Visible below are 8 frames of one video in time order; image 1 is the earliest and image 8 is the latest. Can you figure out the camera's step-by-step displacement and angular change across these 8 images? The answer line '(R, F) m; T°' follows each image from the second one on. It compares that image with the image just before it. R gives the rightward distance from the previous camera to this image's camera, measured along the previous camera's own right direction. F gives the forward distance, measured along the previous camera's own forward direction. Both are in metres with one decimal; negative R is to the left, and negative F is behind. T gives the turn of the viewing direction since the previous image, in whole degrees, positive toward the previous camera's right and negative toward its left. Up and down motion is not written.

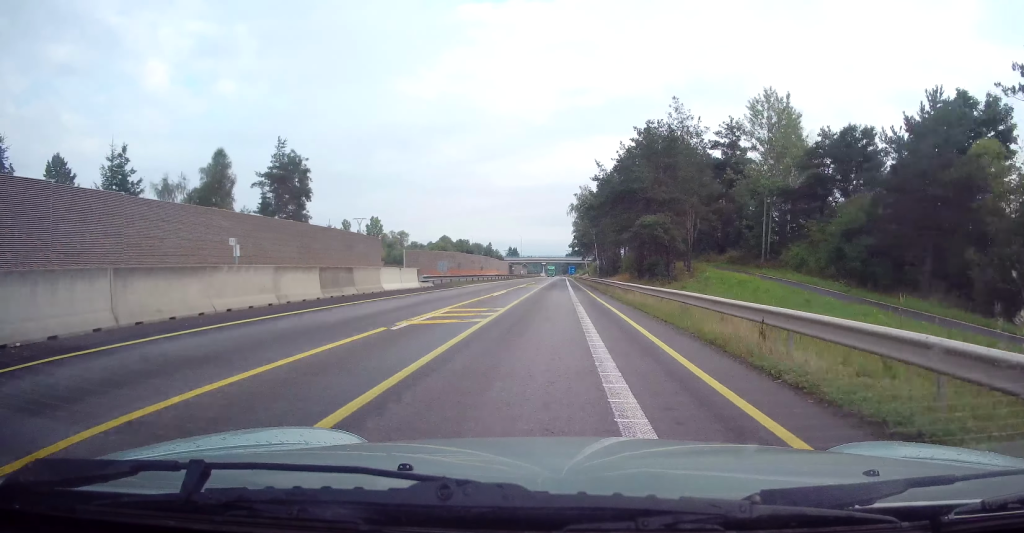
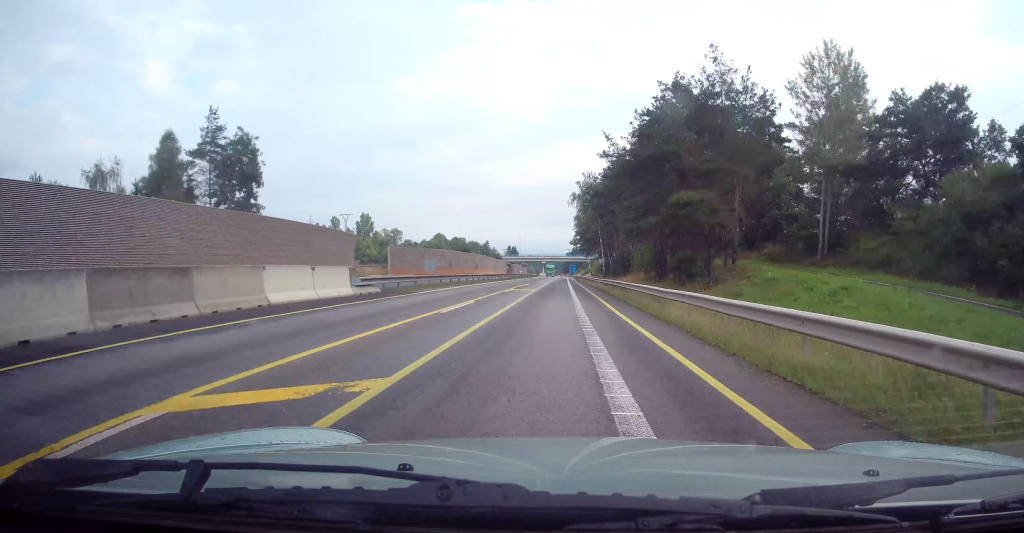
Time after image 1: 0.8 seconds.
(-0.1, +12.5) m; 0°
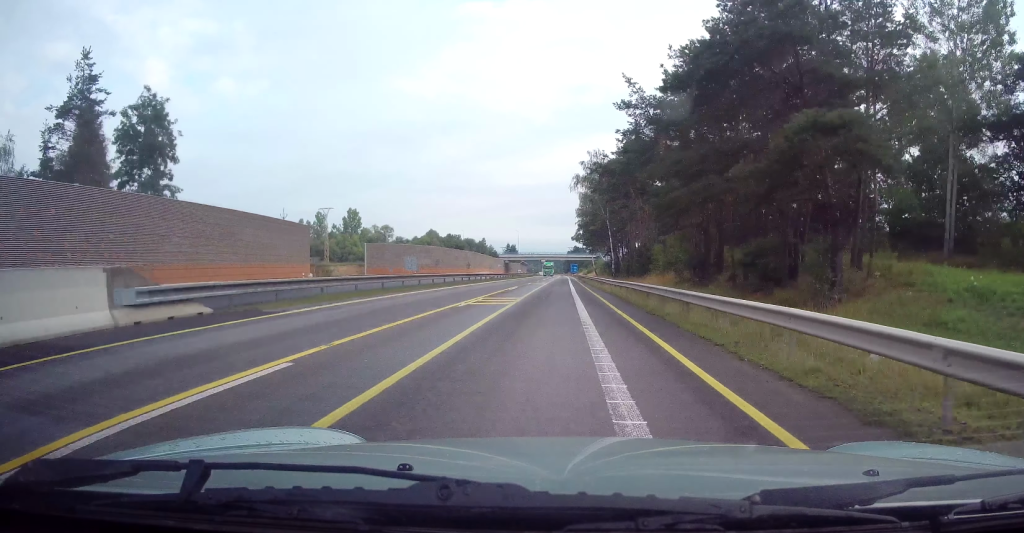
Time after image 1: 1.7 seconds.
(0.0, +15.8) m; 0°
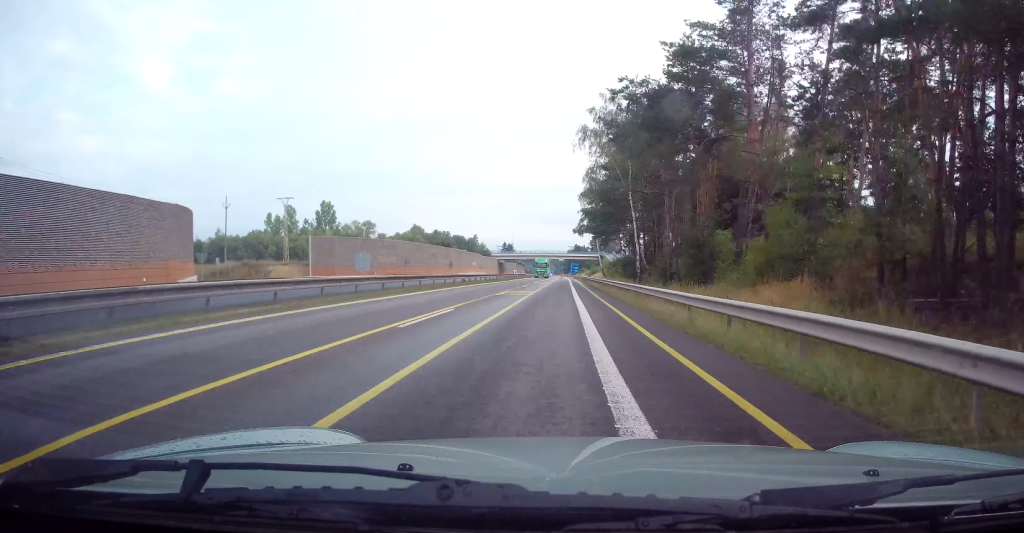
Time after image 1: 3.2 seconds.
(0.0, +24.0) m; 0°
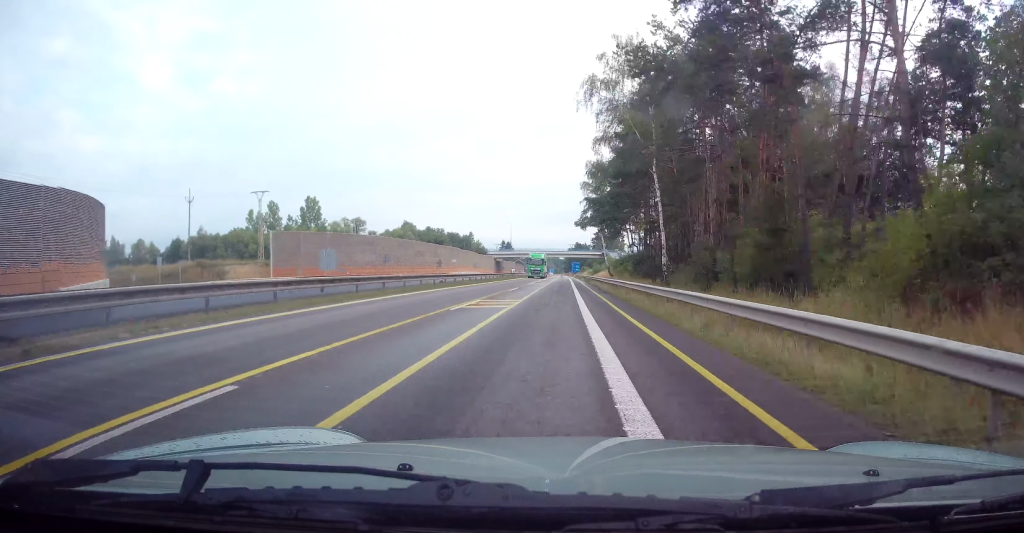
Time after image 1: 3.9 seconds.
(0.0, +12.7) m; +1°
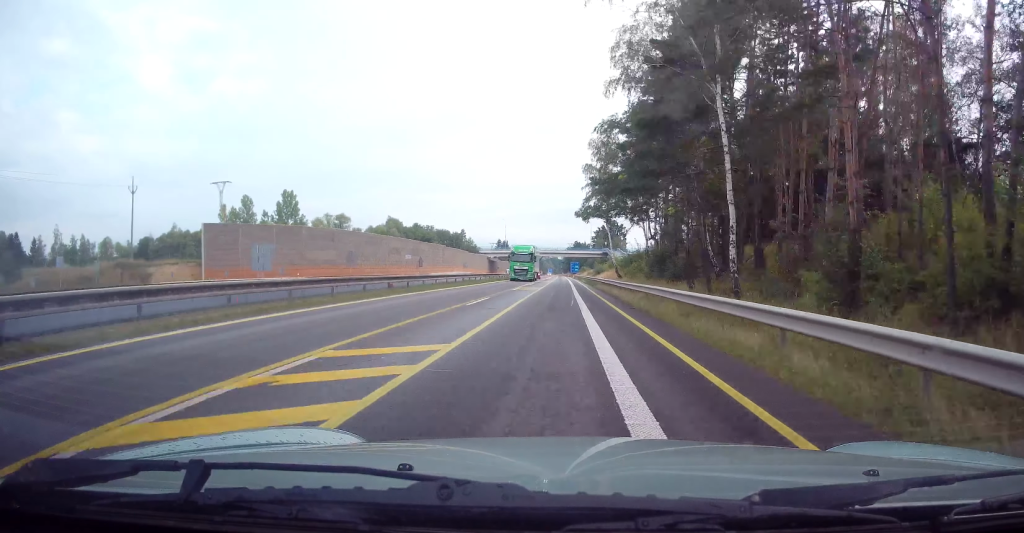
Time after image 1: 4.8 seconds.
(+0.1, +14.6) m; 0°
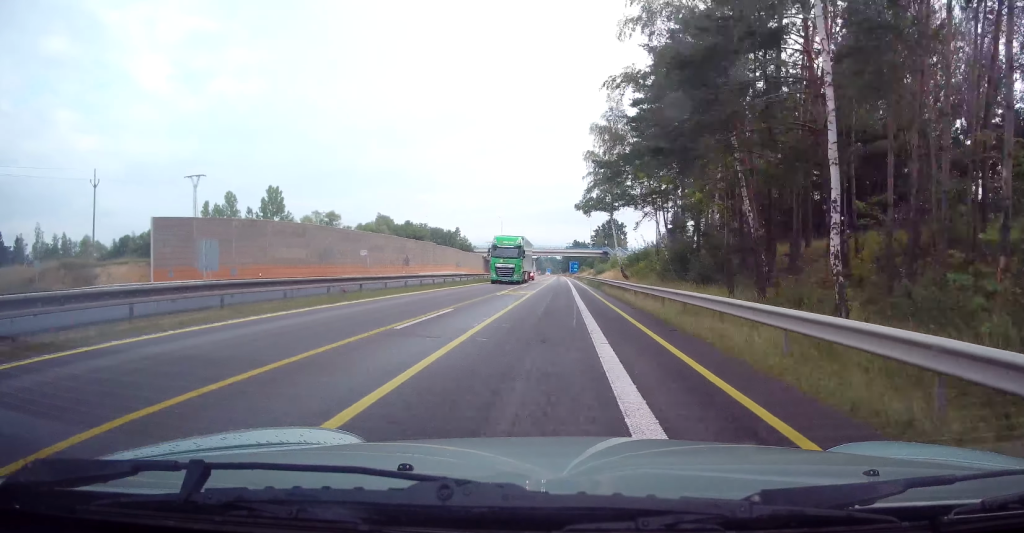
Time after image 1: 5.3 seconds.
(+0.1, +8.6) m; 0°
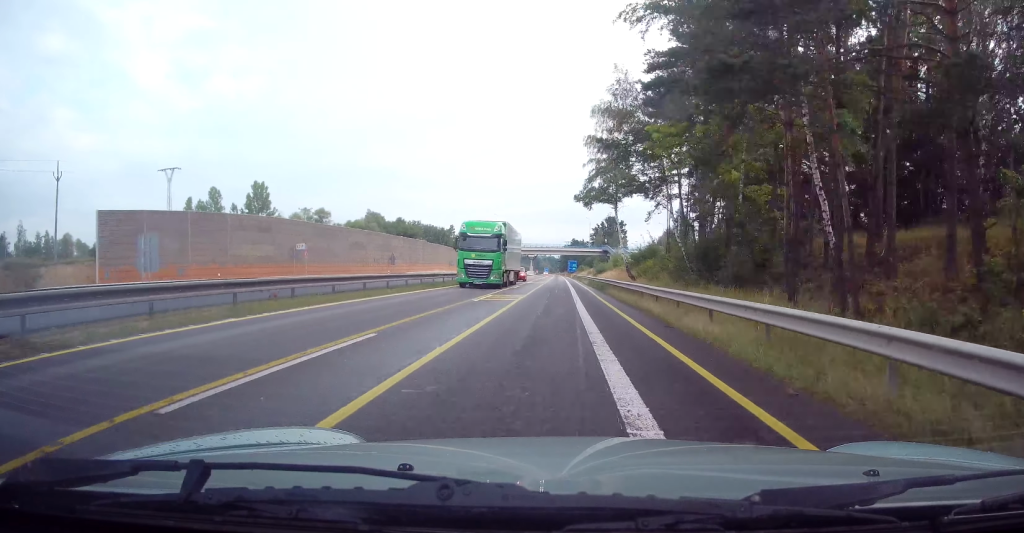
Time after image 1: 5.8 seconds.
(-0.1, +7.3) m; 0°
